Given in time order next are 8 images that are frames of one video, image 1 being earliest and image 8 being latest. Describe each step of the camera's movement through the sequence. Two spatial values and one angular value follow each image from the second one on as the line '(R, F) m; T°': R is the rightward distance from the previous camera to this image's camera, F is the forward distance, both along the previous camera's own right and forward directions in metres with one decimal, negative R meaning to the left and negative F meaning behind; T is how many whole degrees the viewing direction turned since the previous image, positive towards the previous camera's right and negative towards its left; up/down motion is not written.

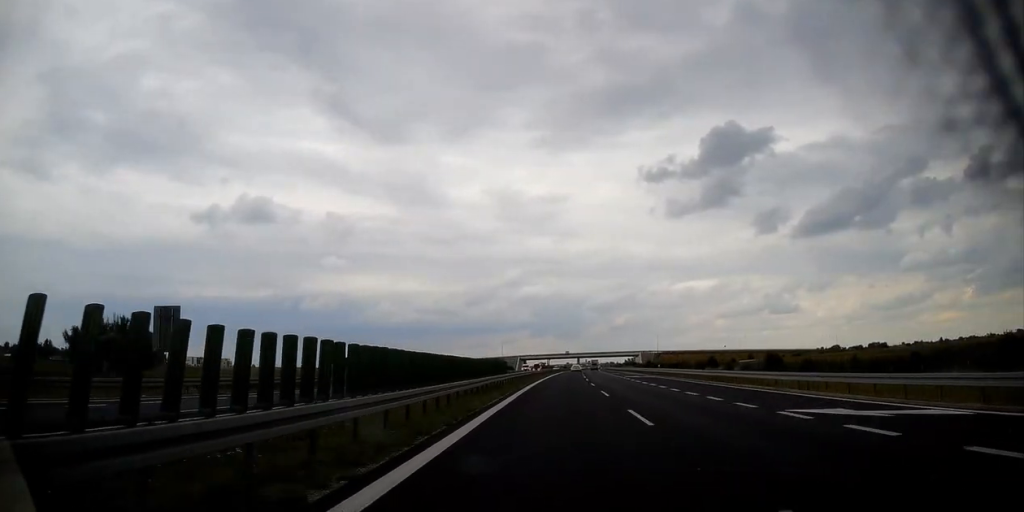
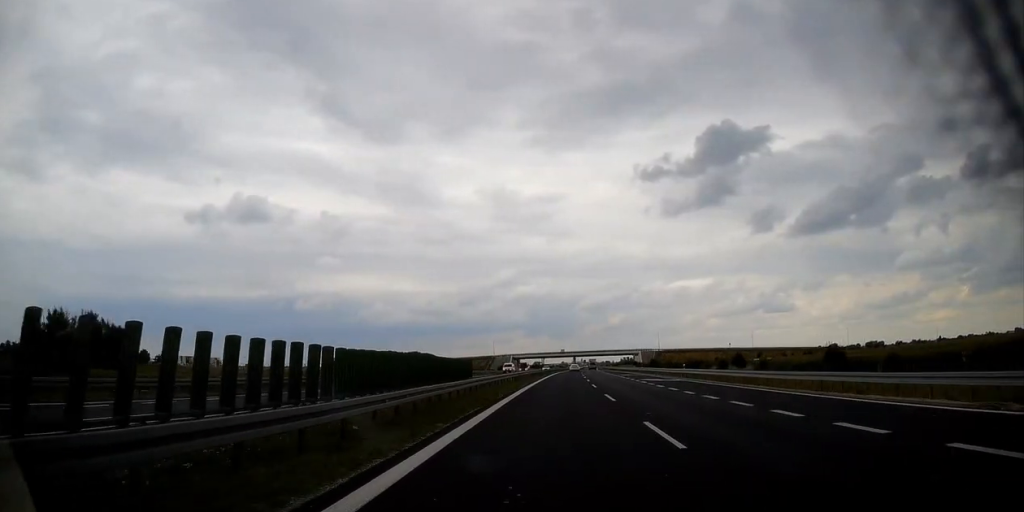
(0.0, +15.6) m; 0°
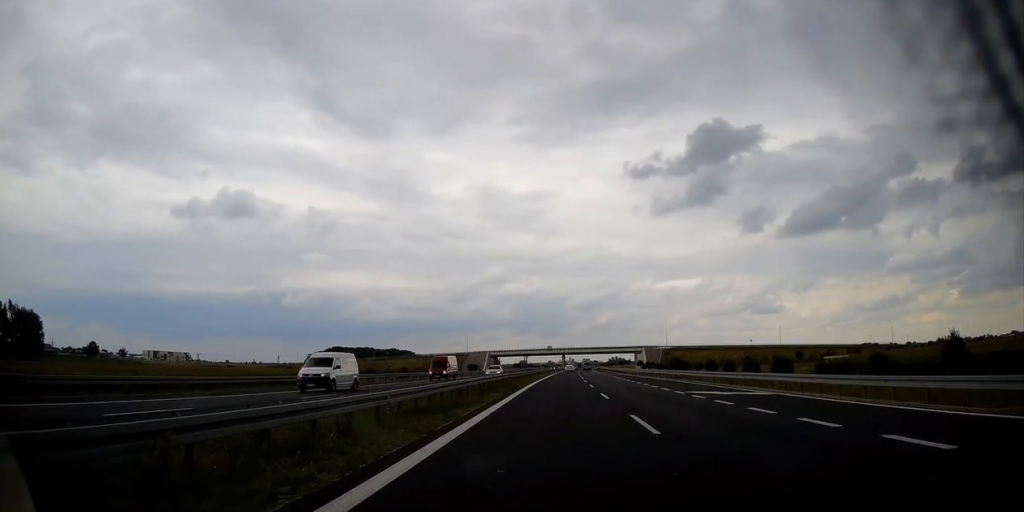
(+0.3, +46.1) m; +2°
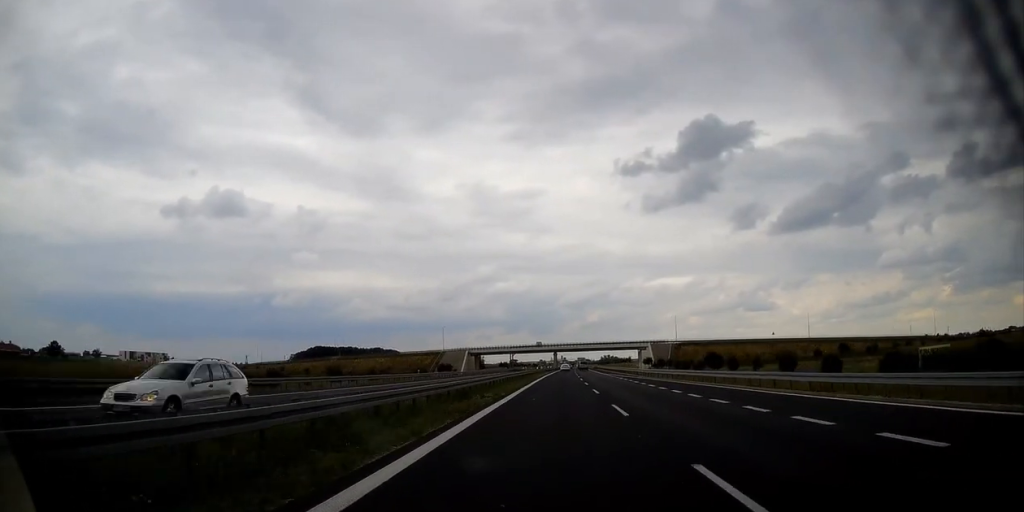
(+0.5, +31.8) m; +1°
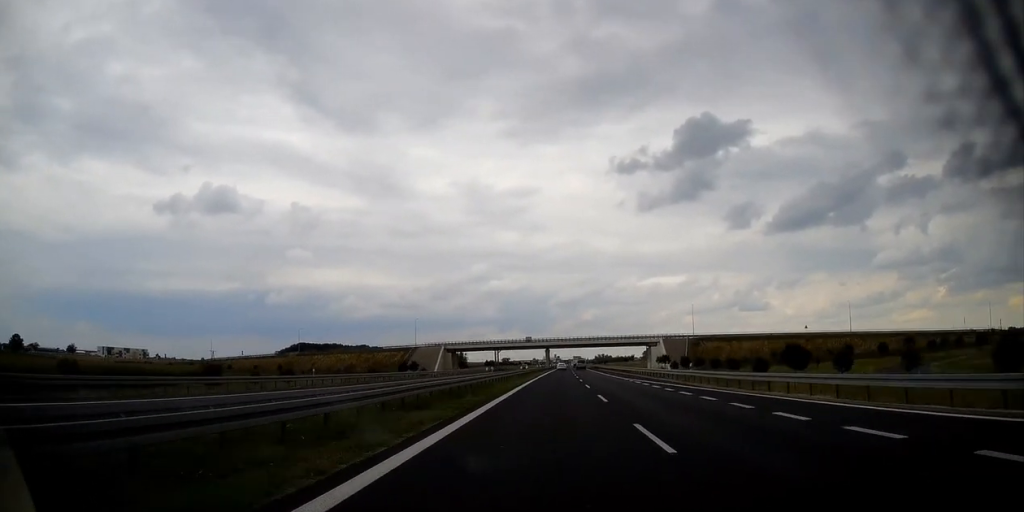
(0.0, +31.0) m; 0°
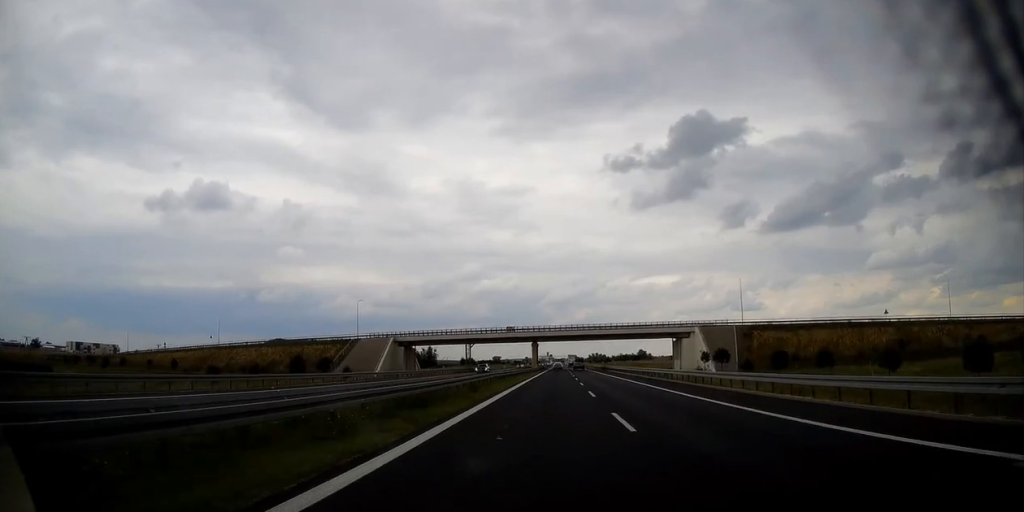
(+0.3, +45.2) m; +1°
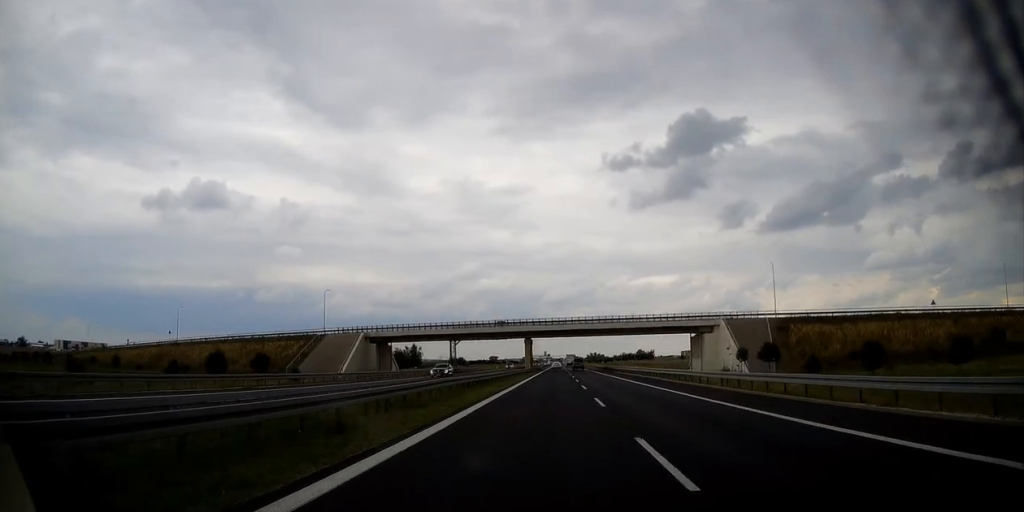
(+0.1, +17.5) m; 0°
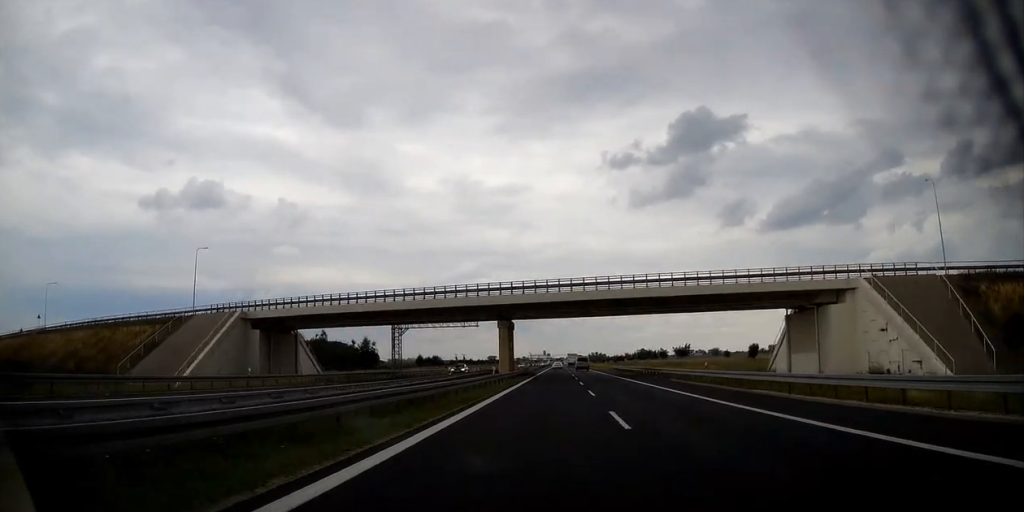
(+0.1, +42.4) m; 0°
